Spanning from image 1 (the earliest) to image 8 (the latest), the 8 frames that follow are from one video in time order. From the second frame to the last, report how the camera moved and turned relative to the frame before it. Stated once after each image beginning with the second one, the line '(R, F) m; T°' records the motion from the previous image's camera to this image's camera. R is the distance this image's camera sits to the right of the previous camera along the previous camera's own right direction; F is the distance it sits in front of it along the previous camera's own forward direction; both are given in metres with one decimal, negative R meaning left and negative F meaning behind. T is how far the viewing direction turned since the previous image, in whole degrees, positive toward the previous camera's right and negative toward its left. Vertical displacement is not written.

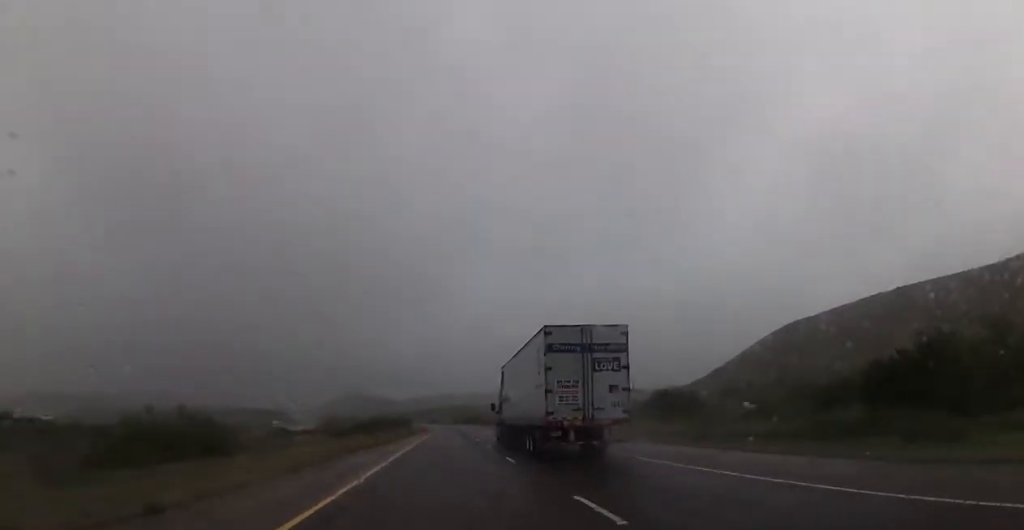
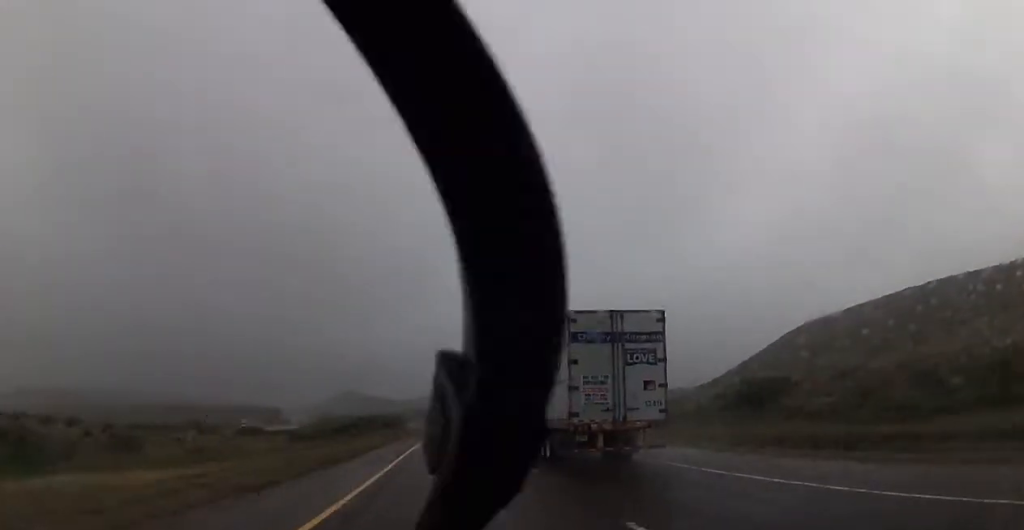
(+0.2, +27.6) m; 0°
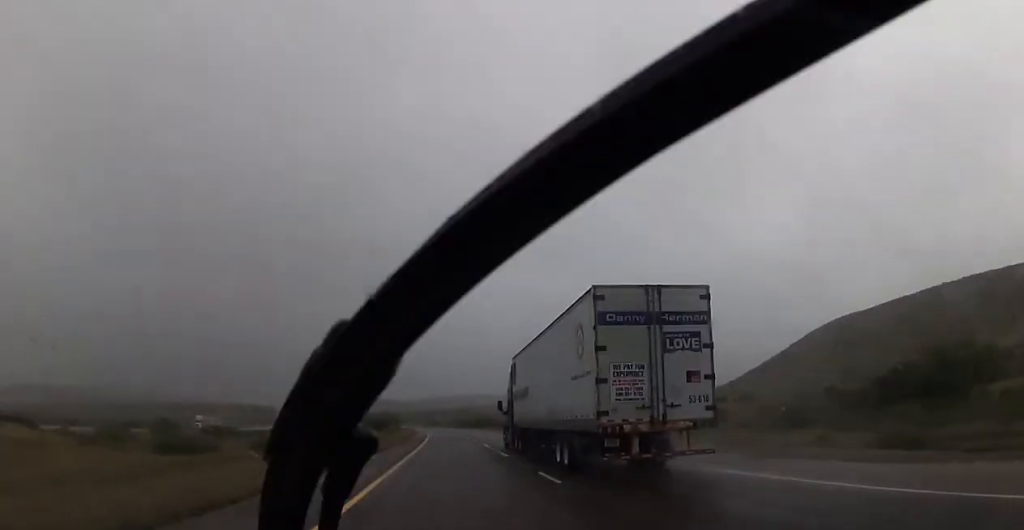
(0.0, +27.6) m; 0°
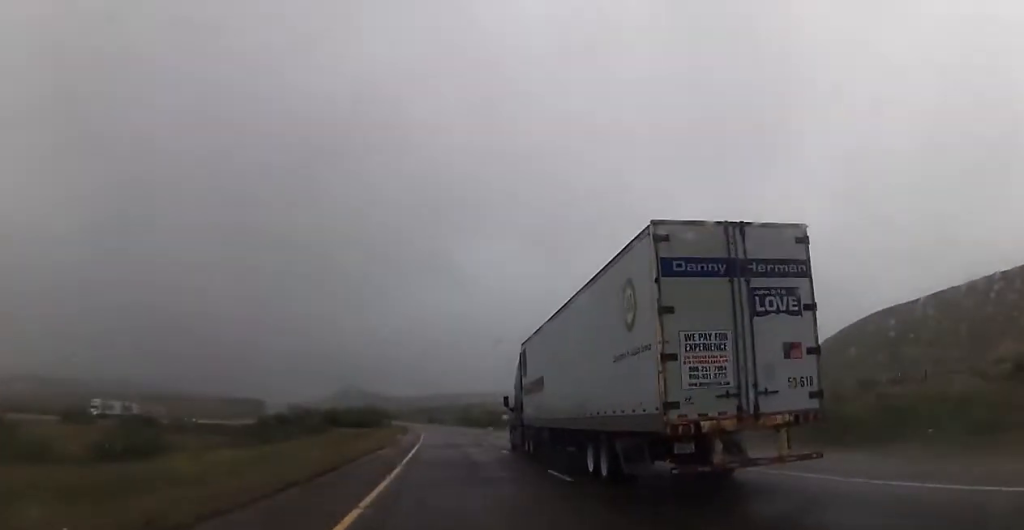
(0.0, +36.7) m; 0°
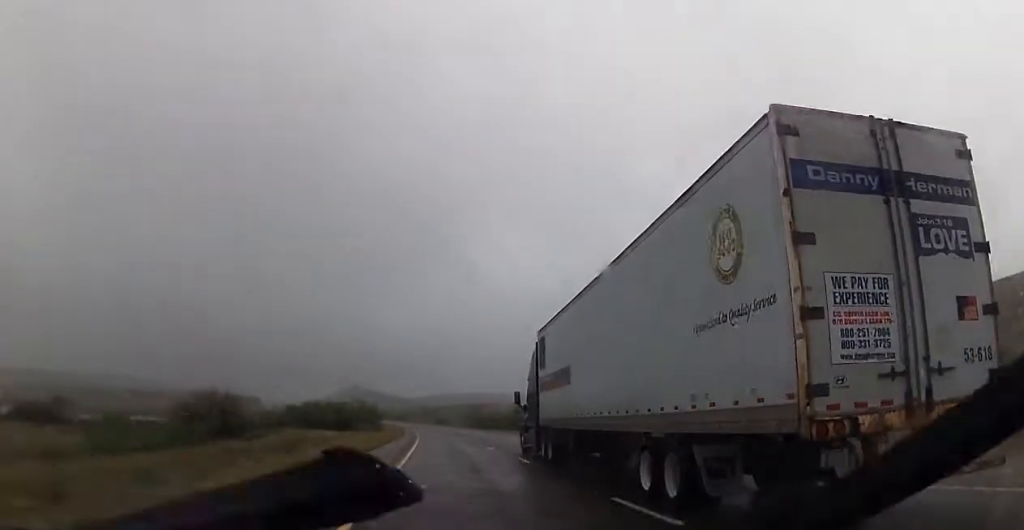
(0.0, +31.0) m; 0°
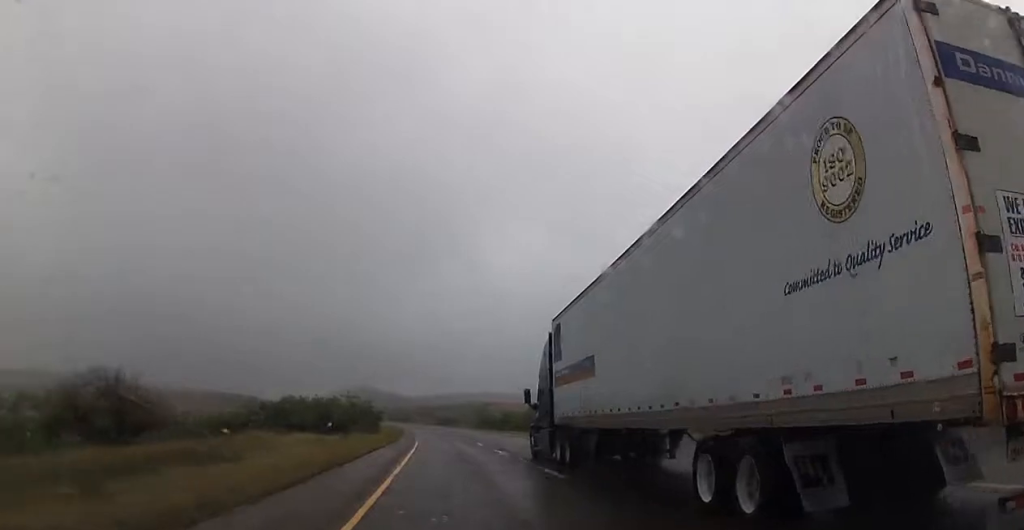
(0.0, +17.2) m; 0°
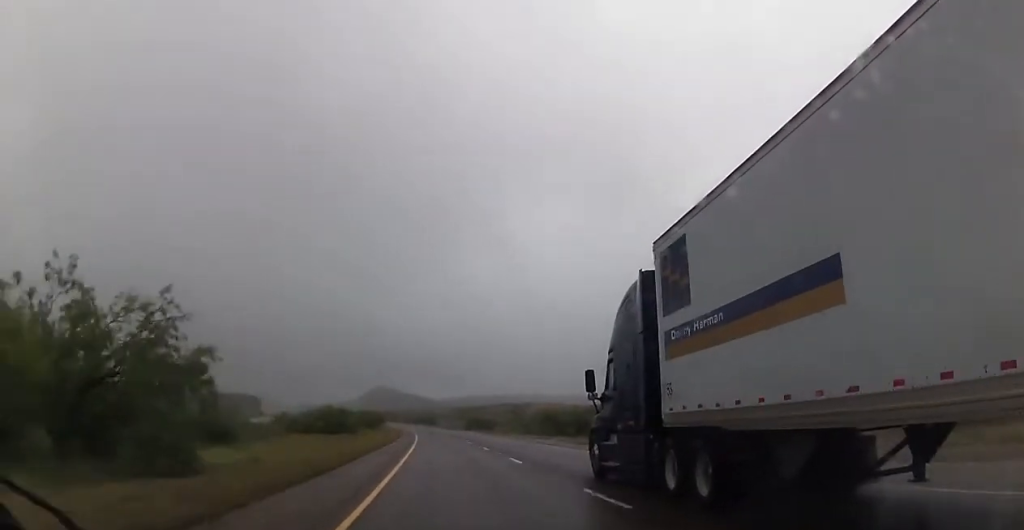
(-1.6, +66.6) m; -3°
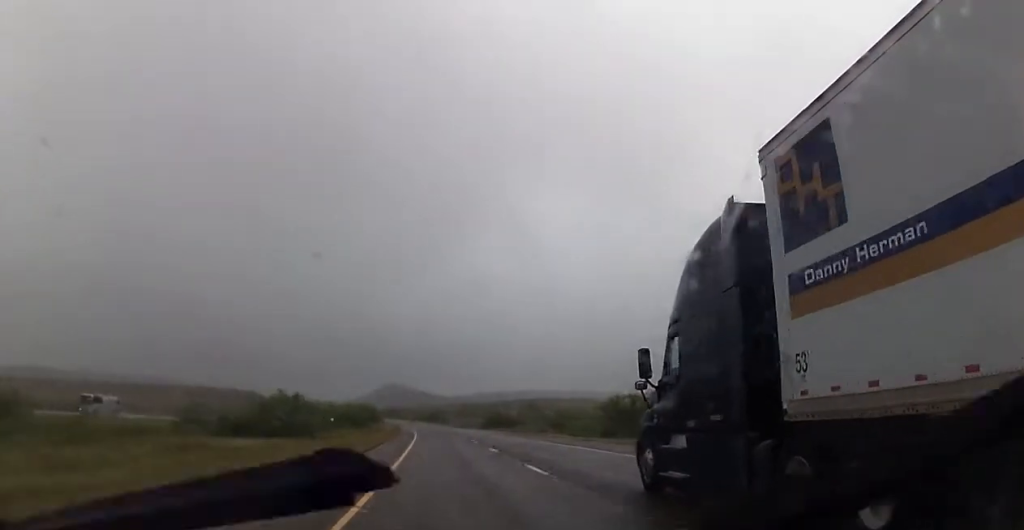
(-0.2, +29.9) m; -1°
